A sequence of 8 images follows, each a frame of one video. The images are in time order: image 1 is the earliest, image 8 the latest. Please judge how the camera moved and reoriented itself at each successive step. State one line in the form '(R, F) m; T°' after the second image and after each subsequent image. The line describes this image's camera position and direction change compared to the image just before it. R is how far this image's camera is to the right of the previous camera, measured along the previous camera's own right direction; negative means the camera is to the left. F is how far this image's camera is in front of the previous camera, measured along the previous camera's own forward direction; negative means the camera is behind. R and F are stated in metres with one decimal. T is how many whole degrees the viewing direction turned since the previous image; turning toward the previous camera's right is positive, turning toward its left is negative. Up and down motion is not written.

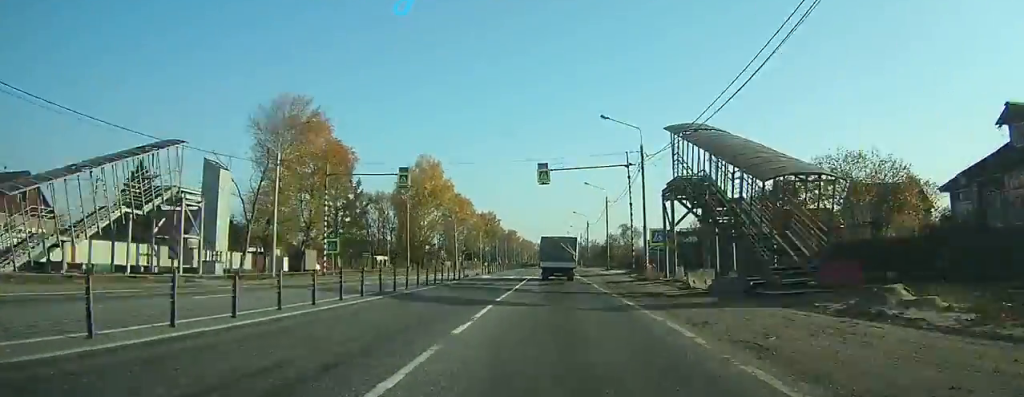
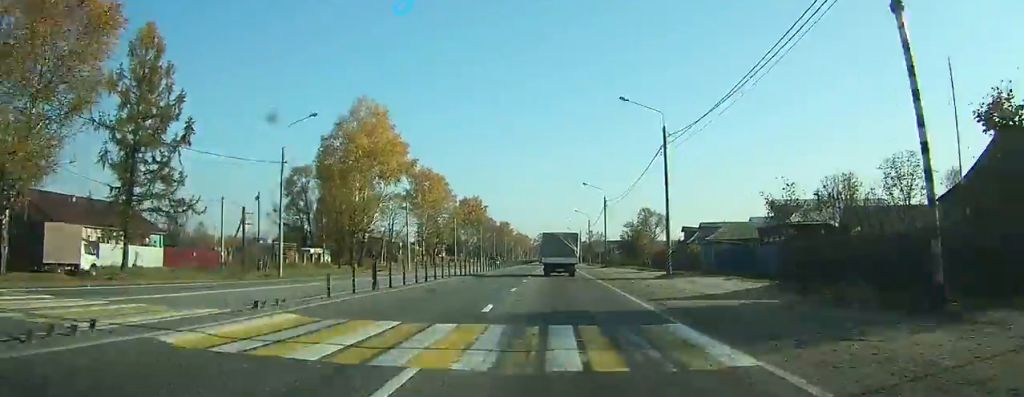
(-0.1, +36.4) m; 0°
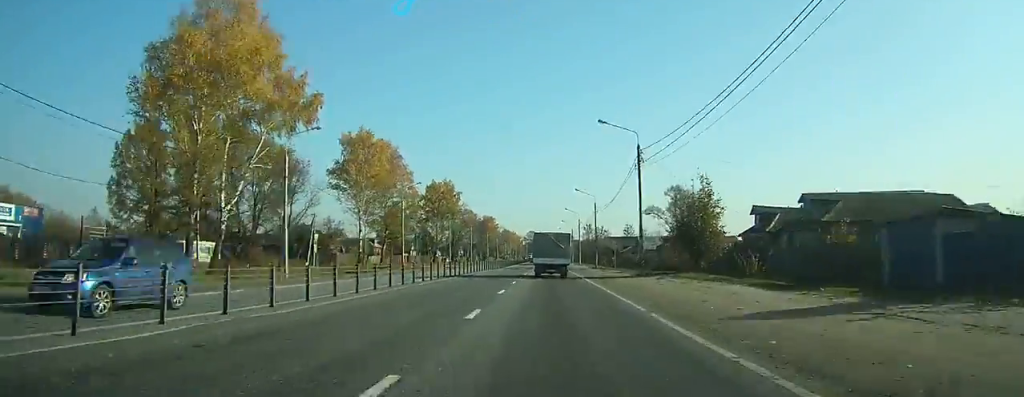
(+0.1, +32.9) m; 0°
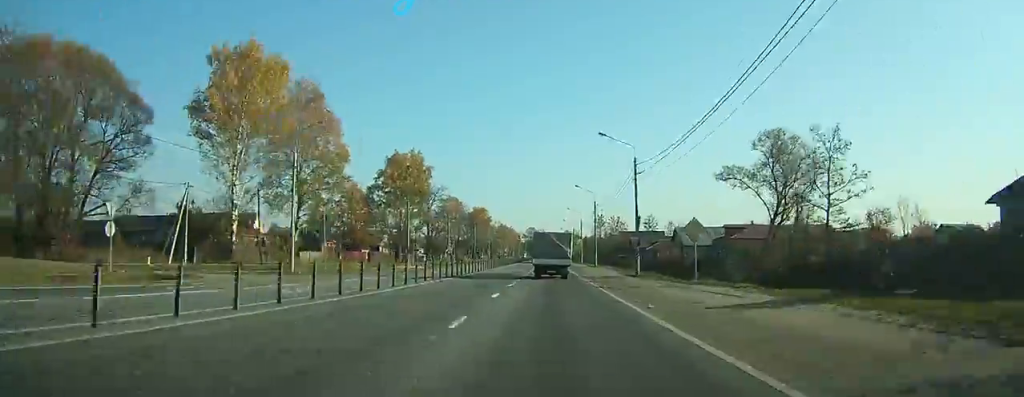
(+0.2, +33.1) m; +1°
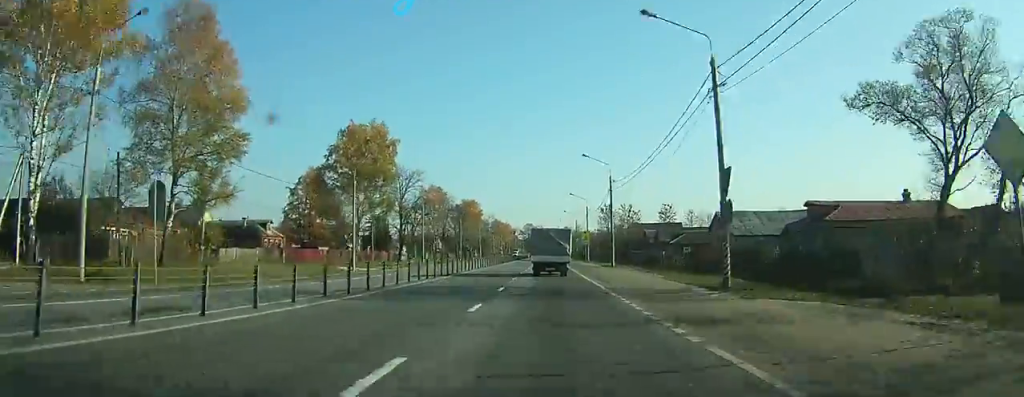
(+0.1, +20.9) m; 0°
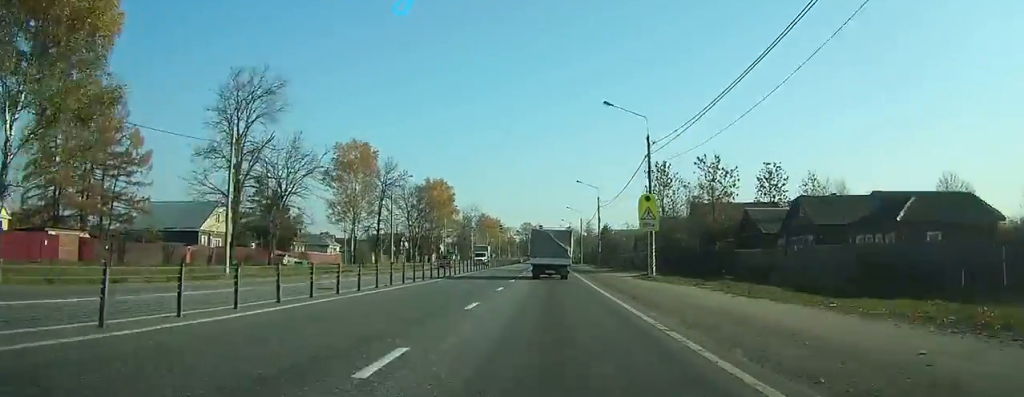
(-0.1, +54.9) m; 0°
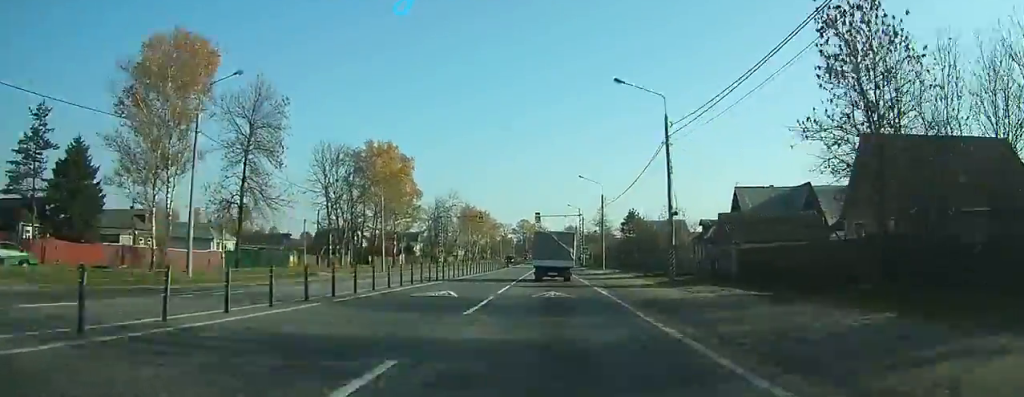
(+0.1, +40.5) m; 0°
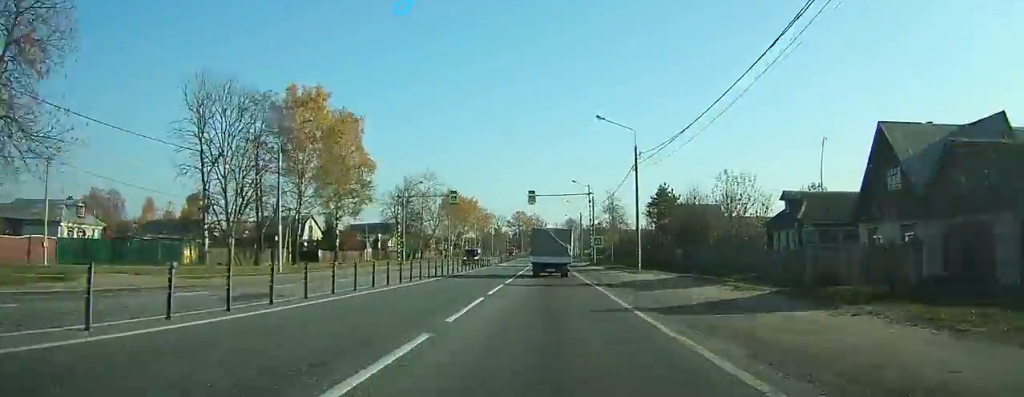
(-0.1, +25.6) m; 0°
